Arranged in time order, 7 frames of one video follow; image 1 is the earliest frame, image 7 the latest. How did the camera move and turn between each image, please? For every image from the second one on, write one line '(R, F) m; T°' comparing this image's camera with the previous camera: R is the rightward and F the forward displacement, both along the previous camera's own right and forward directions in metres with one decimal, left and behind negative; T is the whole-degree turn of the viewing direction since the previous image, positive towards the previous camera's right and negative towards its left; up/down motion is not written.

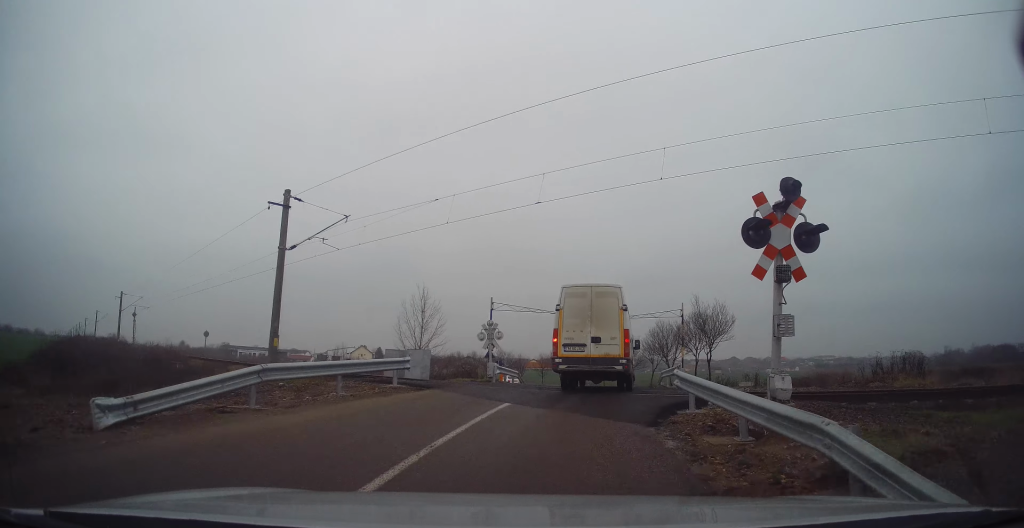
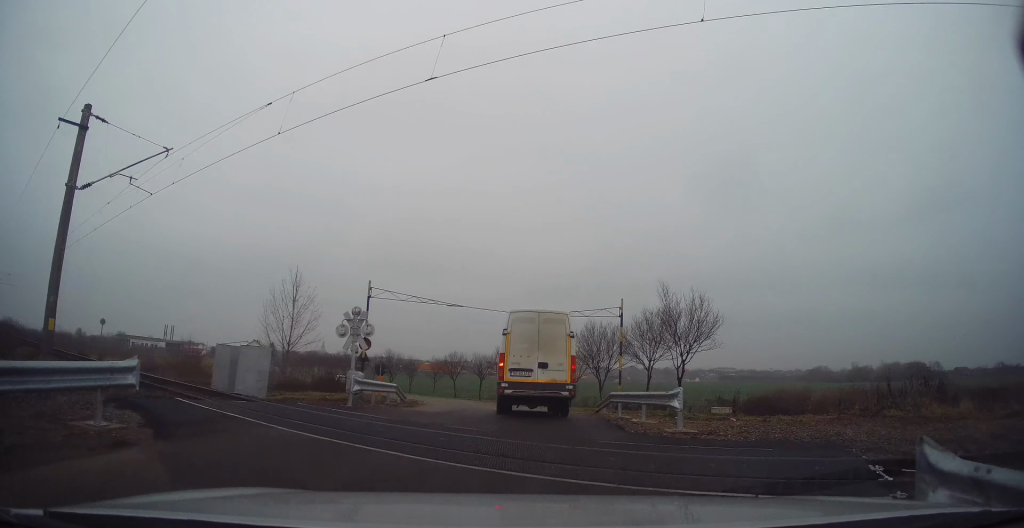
(+0.7, +8.1) m; +10°
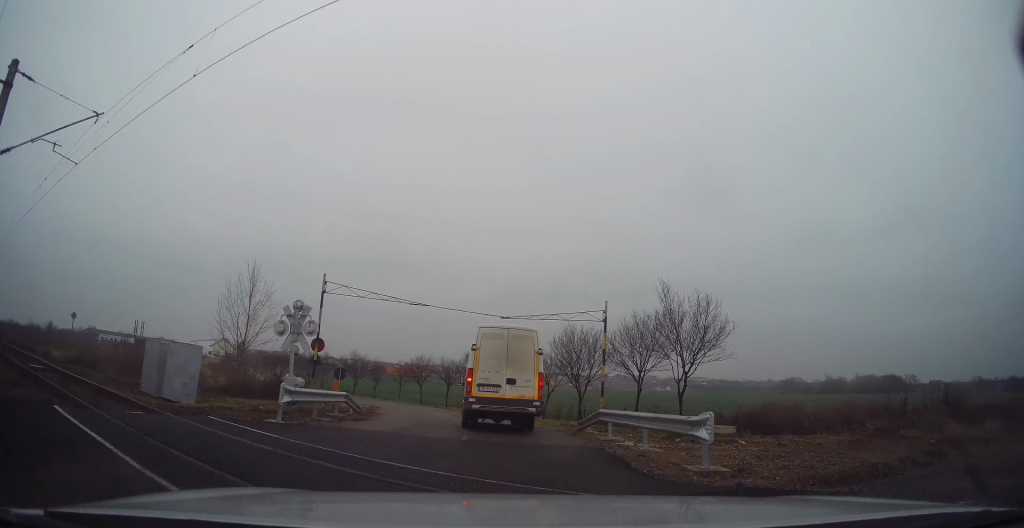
(+0.1, +2.7) m; +3°
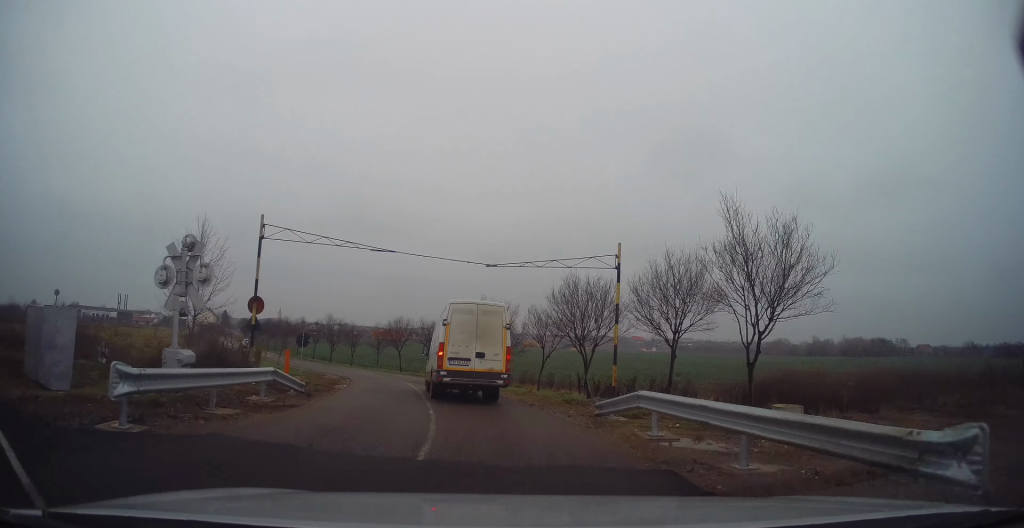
(+0.1, +5.0) m; +3°
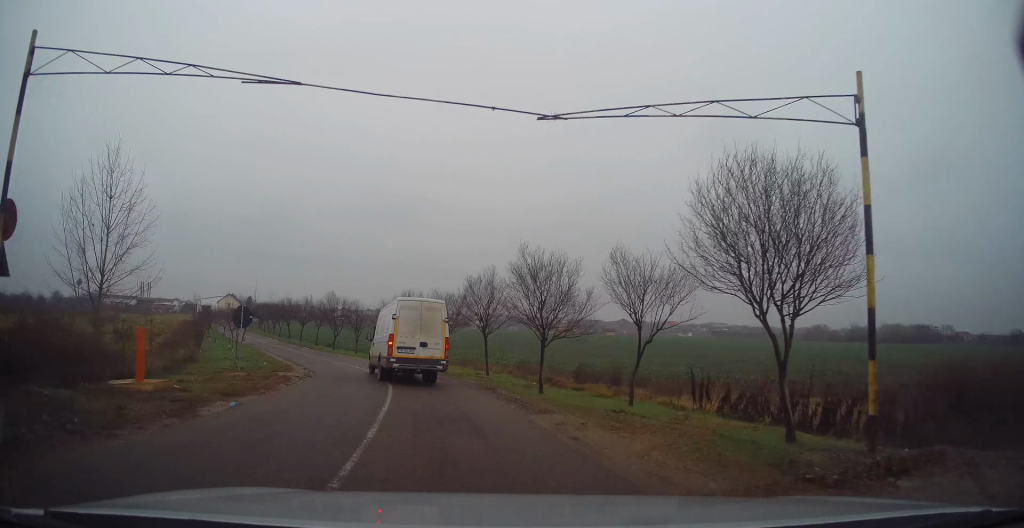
(-0.7, +12.9) m; -9°
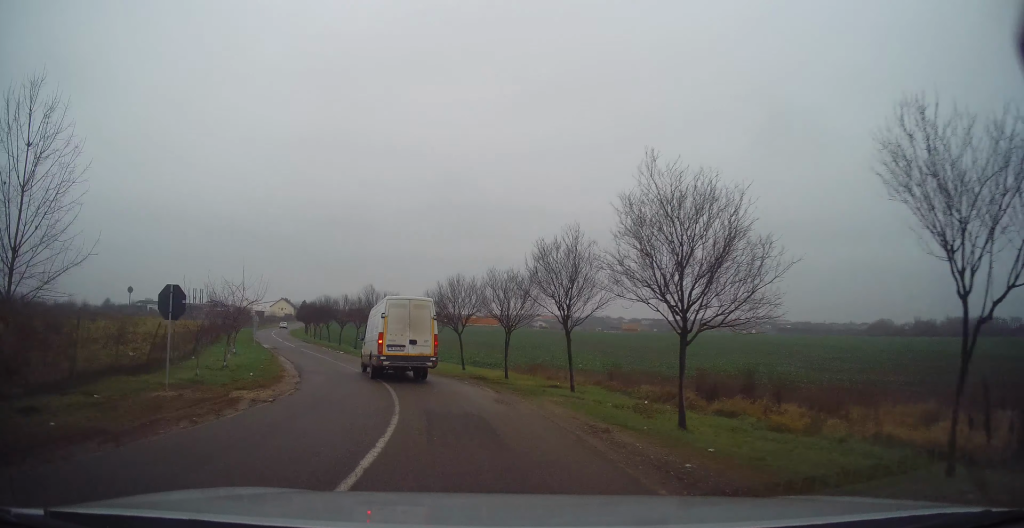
(-0.3, +8.5) m; -3°
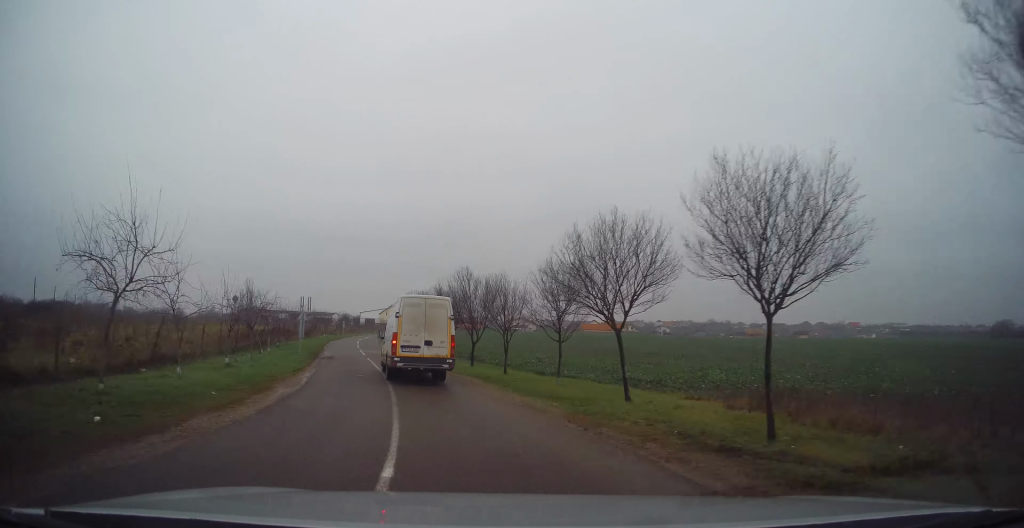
(-0.9, +13.5) m; -12°
